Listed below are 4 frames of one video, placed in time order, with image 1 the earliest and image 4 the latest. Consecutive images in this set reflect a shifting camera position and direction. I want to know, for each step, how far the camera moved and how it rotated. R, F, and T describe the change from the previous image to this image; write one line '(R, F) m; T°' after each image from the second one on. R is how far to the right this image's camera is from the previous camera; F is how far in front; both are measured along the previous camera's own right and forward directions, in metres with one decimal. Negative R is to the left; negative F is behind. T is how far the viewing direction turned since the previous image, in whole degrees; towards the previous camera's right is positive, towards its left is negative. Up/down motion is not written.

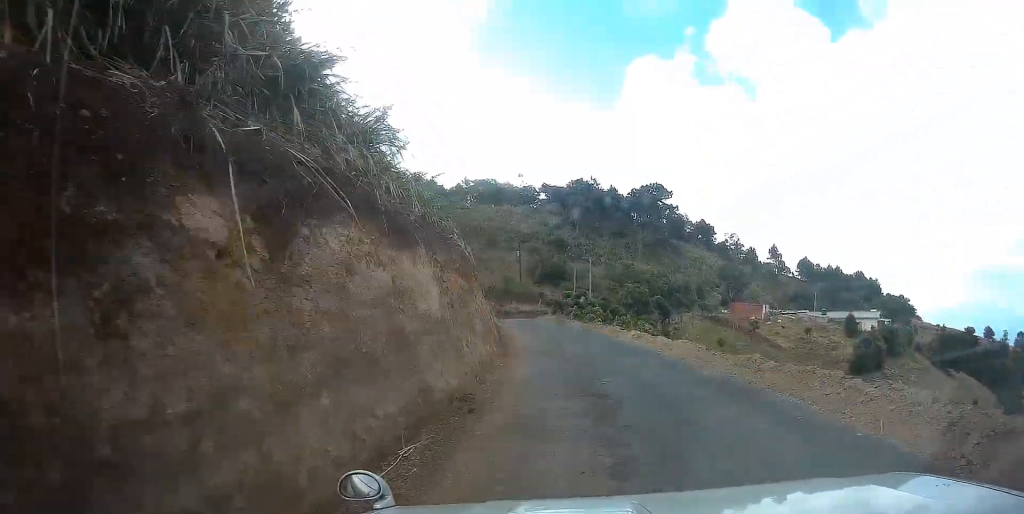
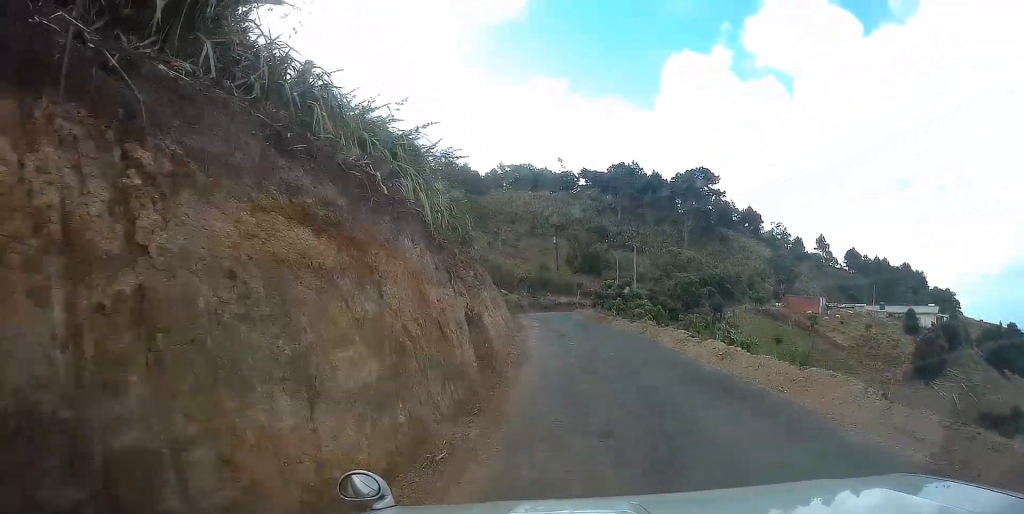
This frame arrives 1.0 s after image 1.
(-0.4, +9.0) m; -4°
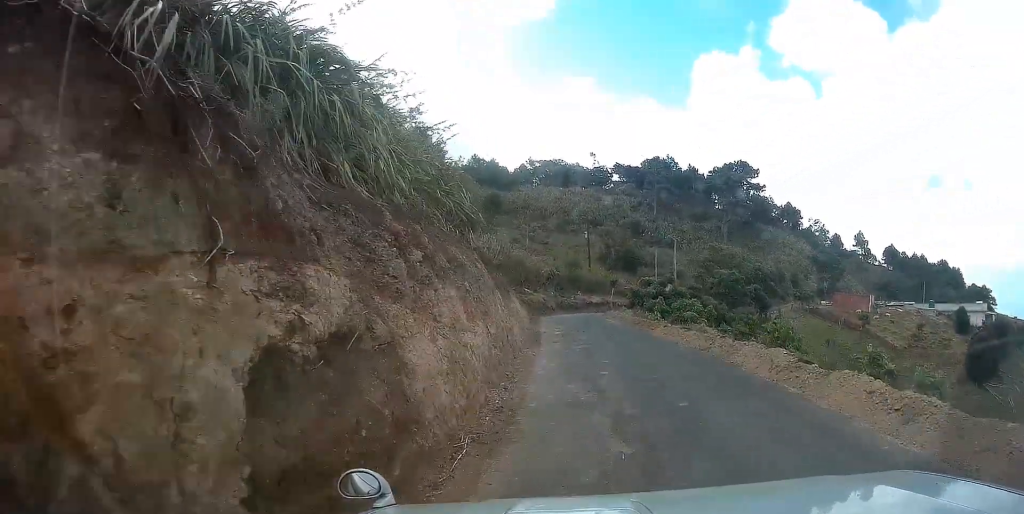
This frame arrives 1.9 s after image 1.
(-0.2, +7.3) m; -2°
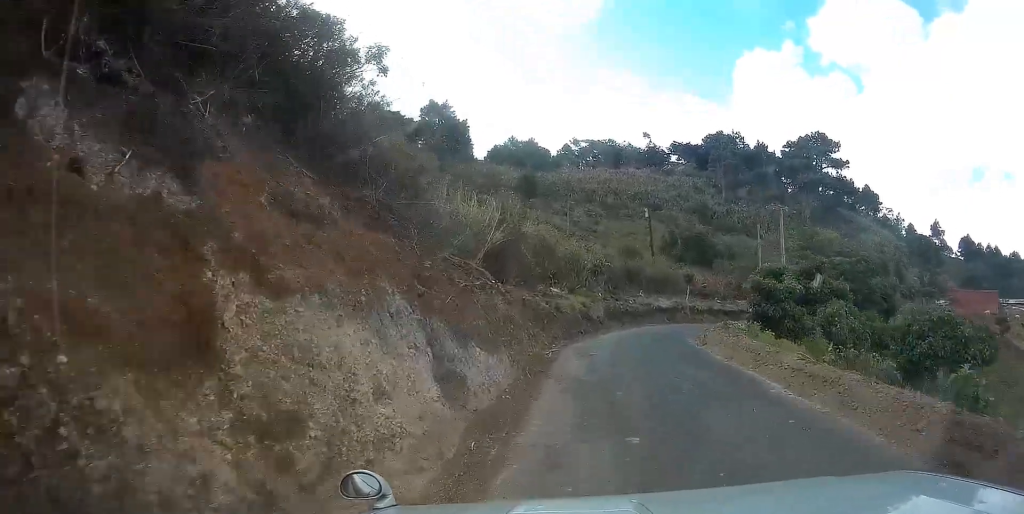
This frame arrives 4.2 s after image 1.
(-1.1, +21.0) m; -5°
